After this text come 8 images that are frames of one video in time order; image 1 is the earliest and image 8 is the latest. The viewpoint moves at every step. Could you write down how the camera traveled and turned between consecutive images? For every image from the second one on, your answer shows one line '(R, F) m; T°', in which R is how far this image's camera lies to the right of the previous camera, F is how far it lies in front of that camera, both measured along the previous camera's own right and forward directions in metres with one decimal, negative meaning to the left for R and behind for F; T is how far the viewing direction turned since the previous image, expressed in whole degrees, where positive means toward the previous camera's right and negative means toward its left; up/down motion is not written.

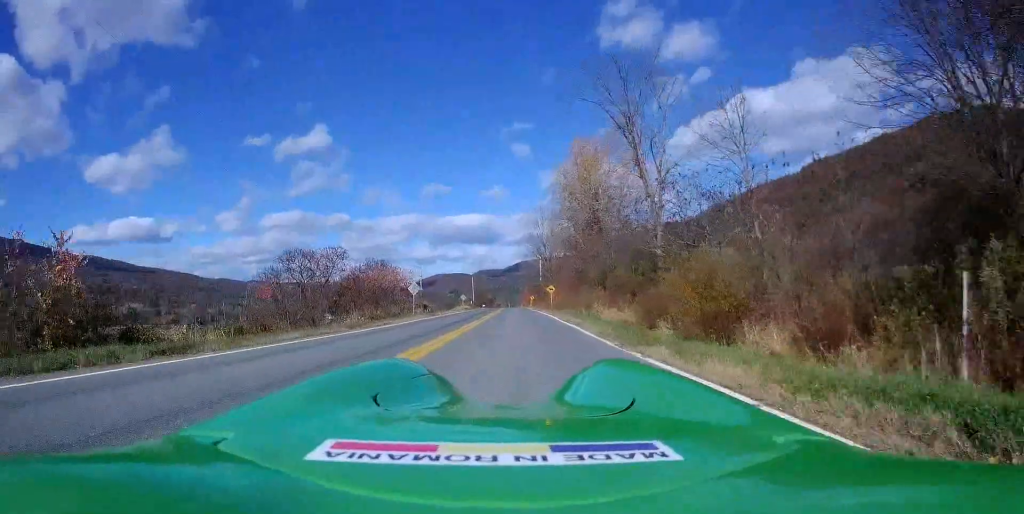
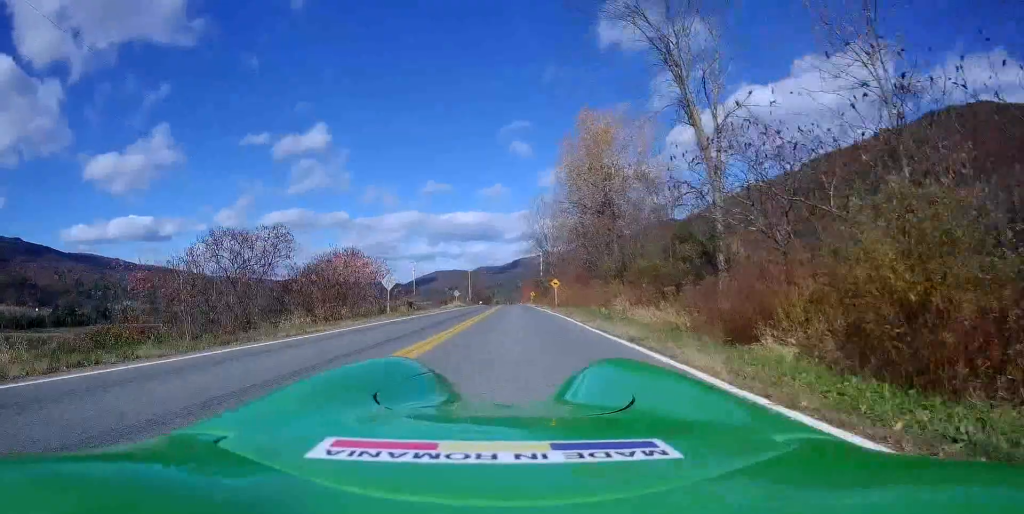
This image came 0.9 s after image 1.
(+0.1, +8.7) m; 0°
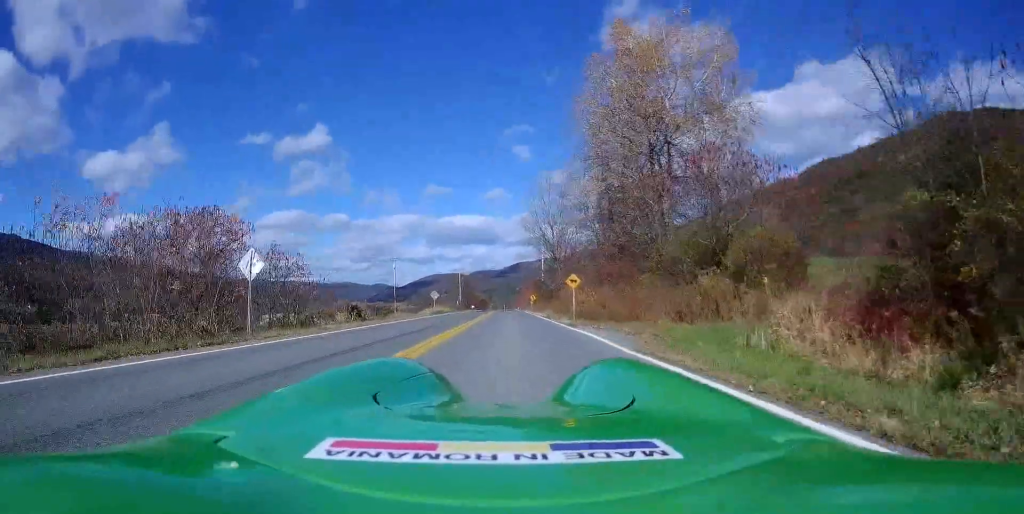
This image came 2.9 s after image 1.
(0.0, +19.8) m; 0°
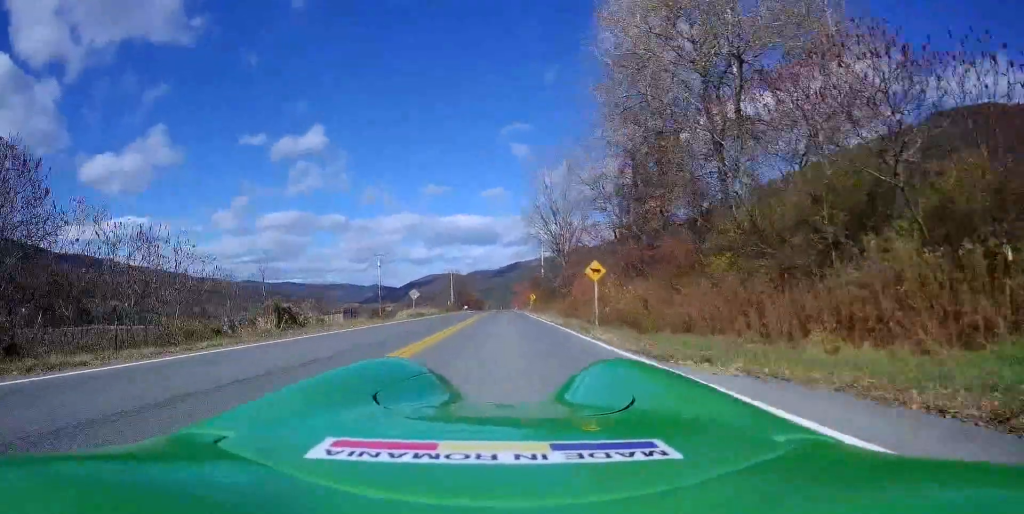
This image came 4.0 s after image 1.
(0.0, +11.4) m; -2°
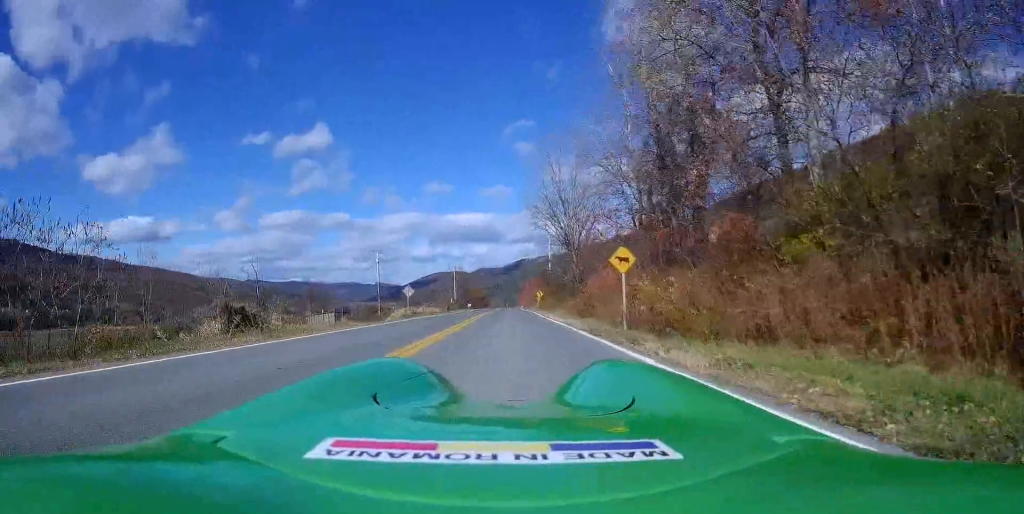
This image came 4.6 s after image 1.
(-0.1, +5.6) m; -1°
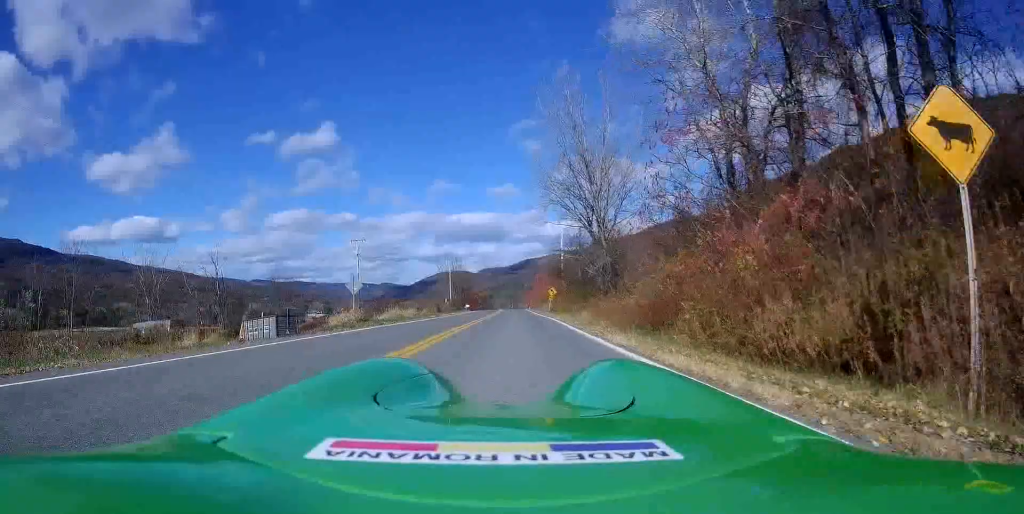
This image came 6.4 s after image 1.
(-0.2, +16.8) m; +2°
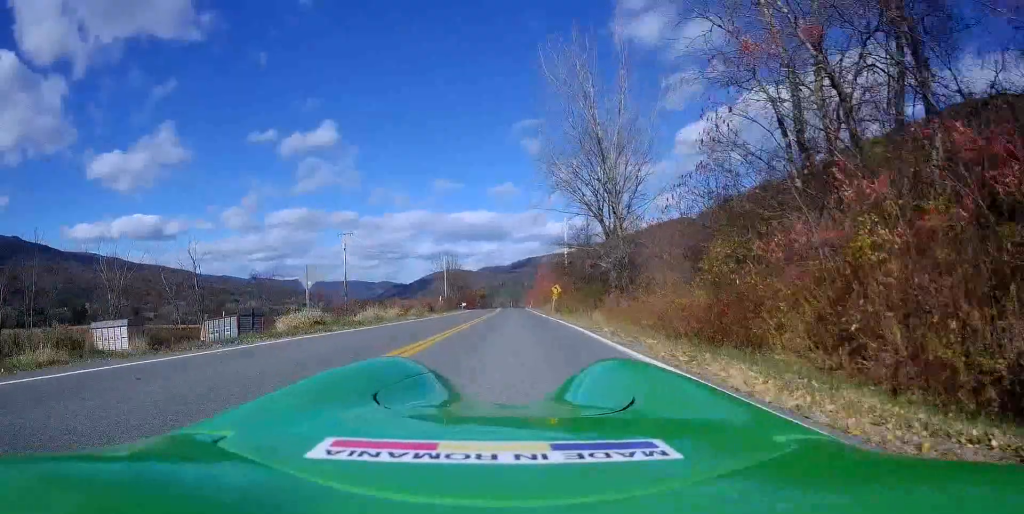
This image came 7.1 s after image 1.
(+0.3, +6.7) m; +2°
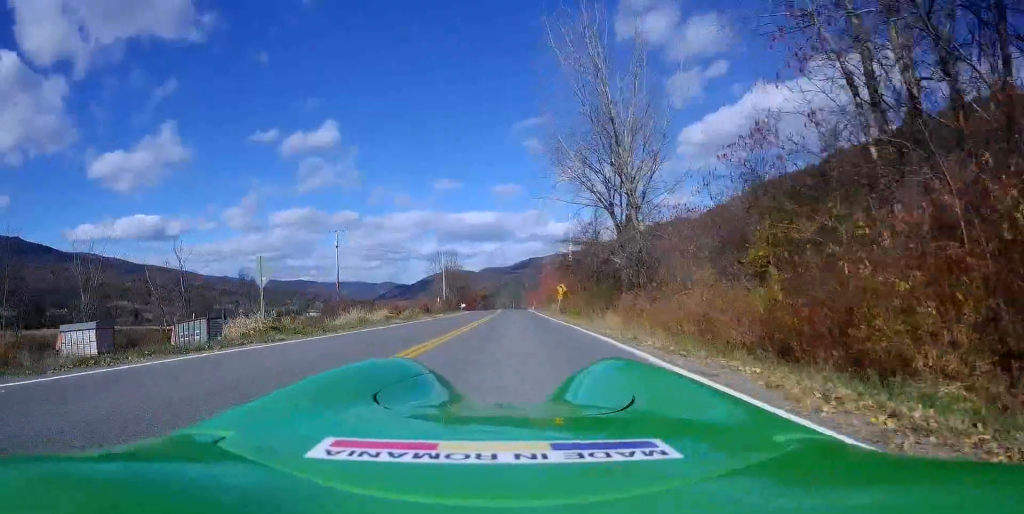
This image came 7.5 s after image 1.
(0.0, +4.4) m; -1°
